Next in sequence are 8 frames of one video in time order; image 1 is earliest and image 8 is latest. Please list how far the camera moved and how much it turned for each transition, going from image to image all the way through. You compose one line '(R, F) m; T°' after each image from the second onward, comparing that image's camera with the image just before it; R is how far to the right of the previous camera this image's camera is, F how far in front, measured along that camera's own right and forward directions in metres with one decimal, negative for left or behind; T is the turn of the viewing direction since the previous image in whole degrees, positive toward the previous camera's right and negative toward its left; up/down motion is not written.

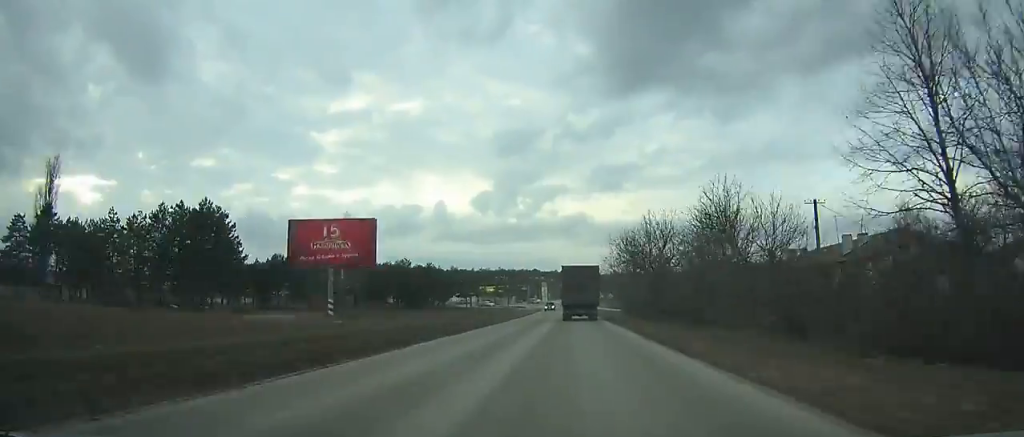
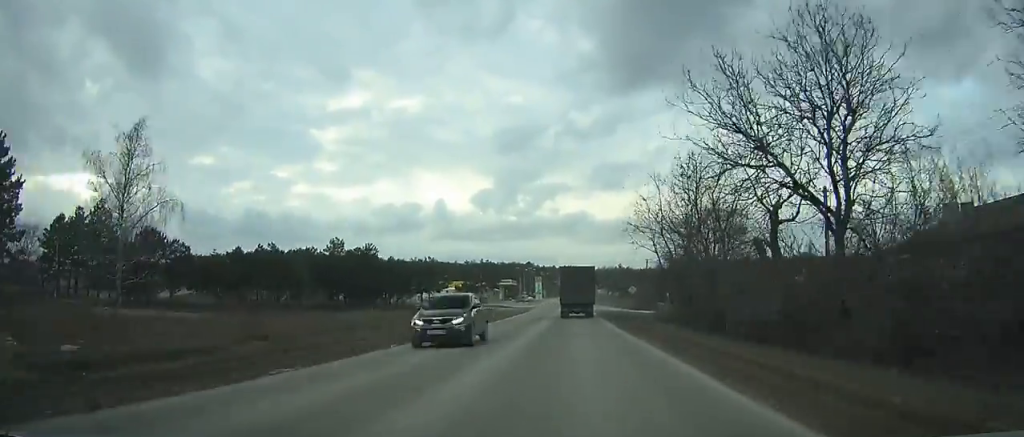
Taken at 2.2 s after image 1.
(+0.2, +38.3) m; +1°
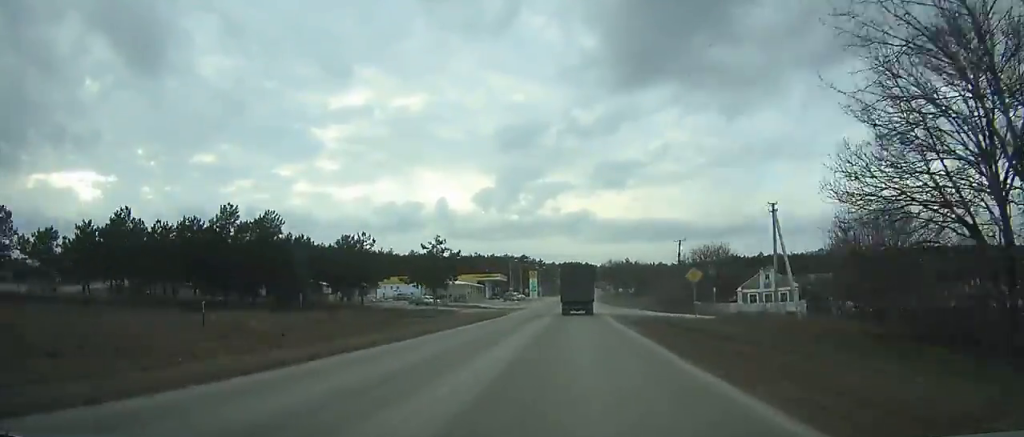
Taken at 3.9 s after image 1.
(0.0, +29.7) m; +1°
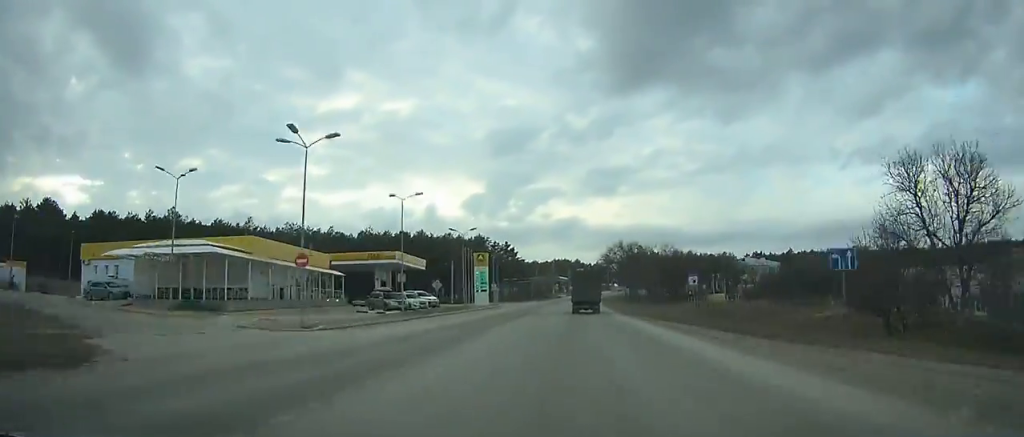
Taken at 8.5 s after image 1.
(+1.7, +80.0) m; +2°
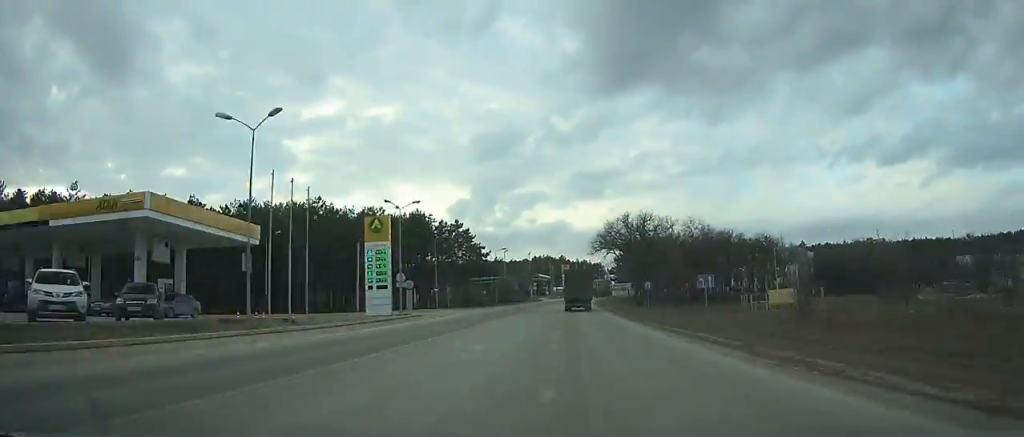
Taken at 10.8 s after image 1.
(+0.4, +39.8) m; +1°
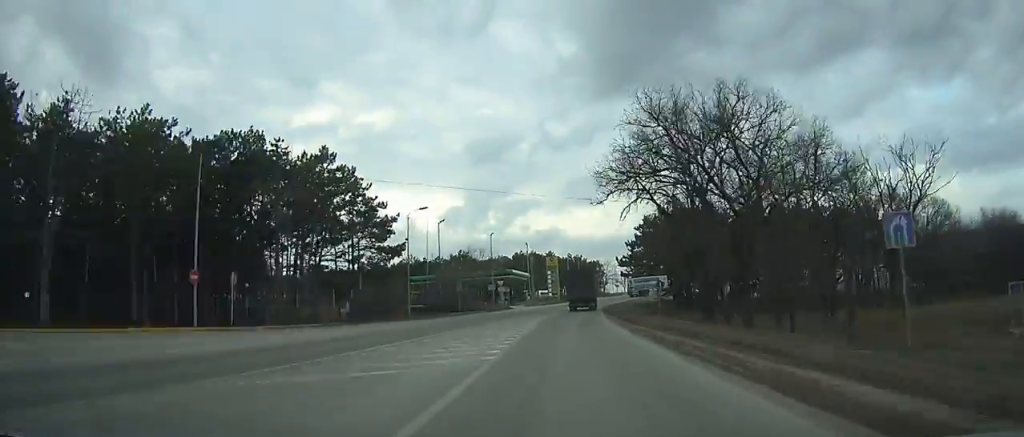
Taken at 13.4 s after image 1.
(+0.2, +44.8) m; +1°
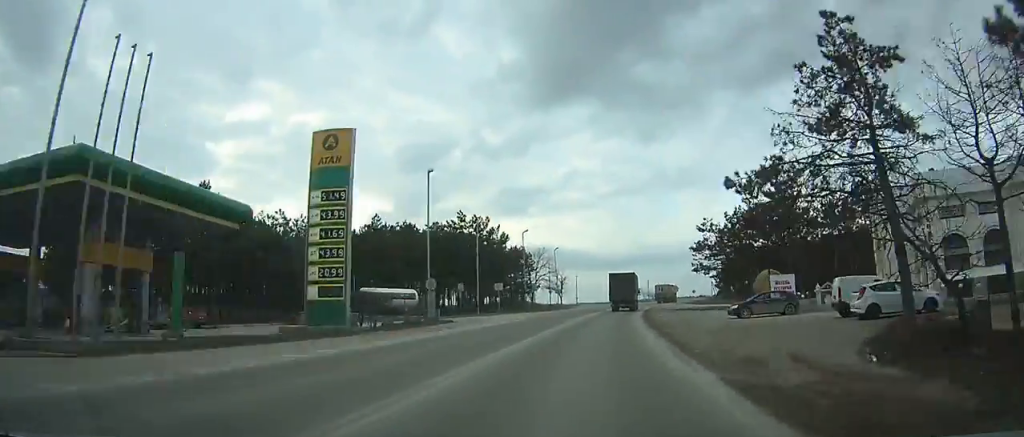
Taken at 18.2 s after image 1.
(+4.7, +80.8) m; +10°
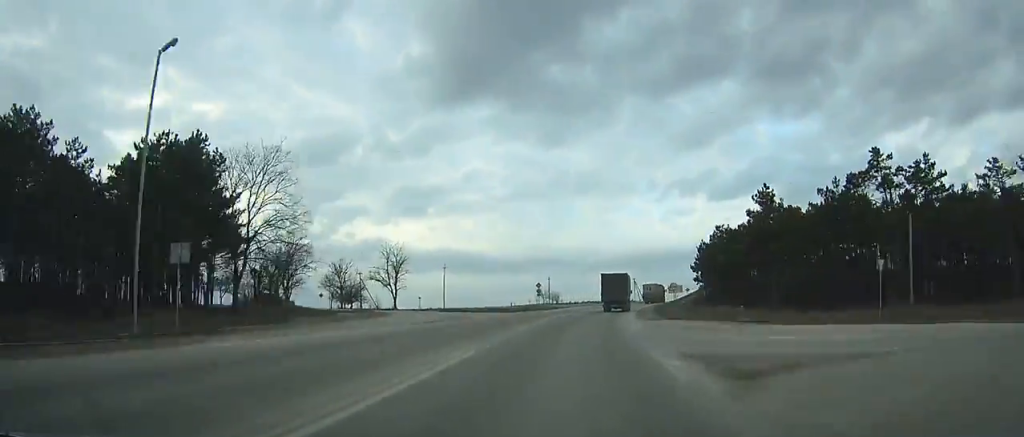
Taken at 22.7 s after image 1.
(+7.9, +75.6) m; +11°
